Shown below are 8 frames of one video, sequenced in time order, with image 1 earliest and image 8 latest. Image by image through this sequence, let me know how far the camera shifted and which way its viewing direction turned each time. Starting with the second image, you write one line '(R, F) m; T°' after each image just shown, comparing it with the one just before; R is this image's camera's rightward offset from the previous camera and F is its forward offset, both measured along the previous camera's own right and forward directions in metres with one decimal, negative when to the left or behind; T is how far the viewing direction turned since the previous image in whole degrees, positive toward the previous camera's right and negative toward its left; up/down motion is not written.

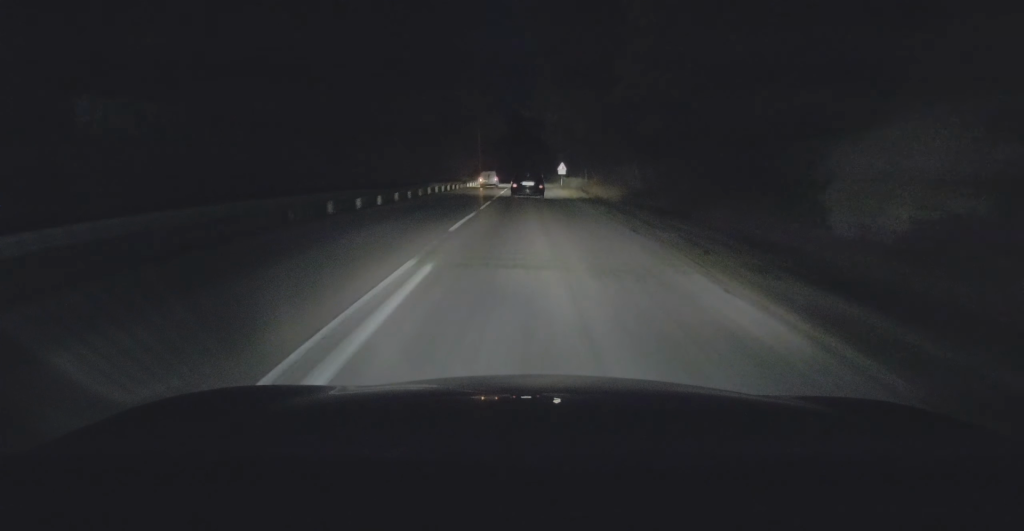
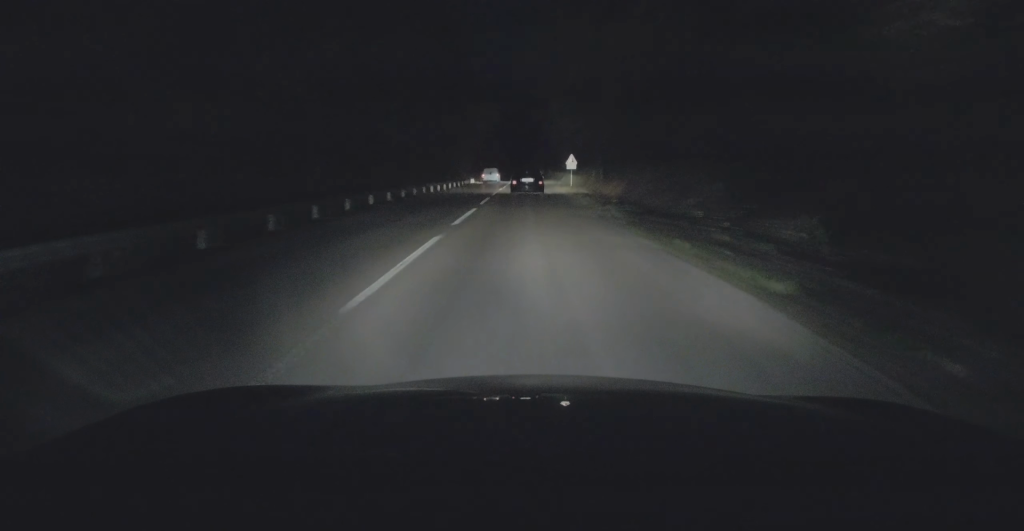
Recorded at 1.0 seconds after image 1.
(+0.4, +16.9) m; +1°
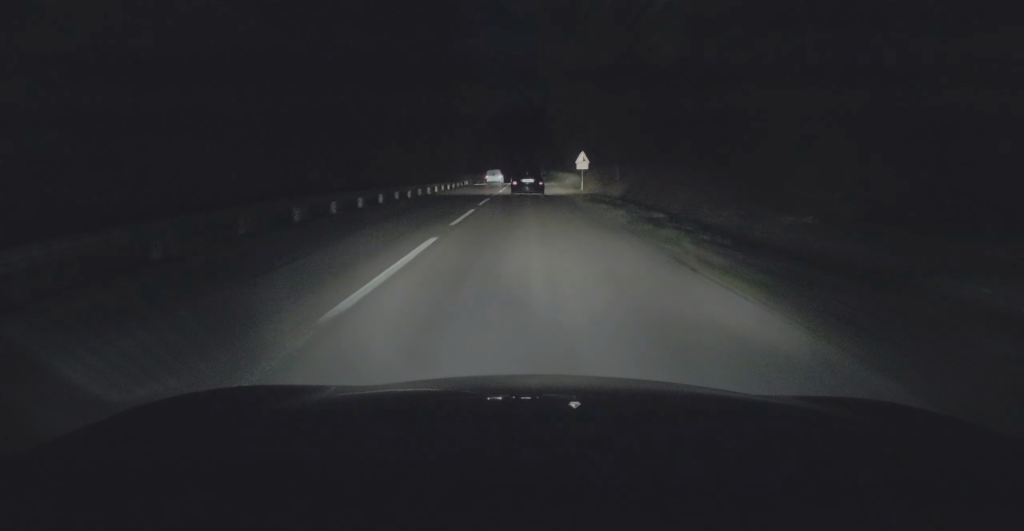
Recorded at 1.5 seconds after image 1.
(0.0, +8.9) m; 0°
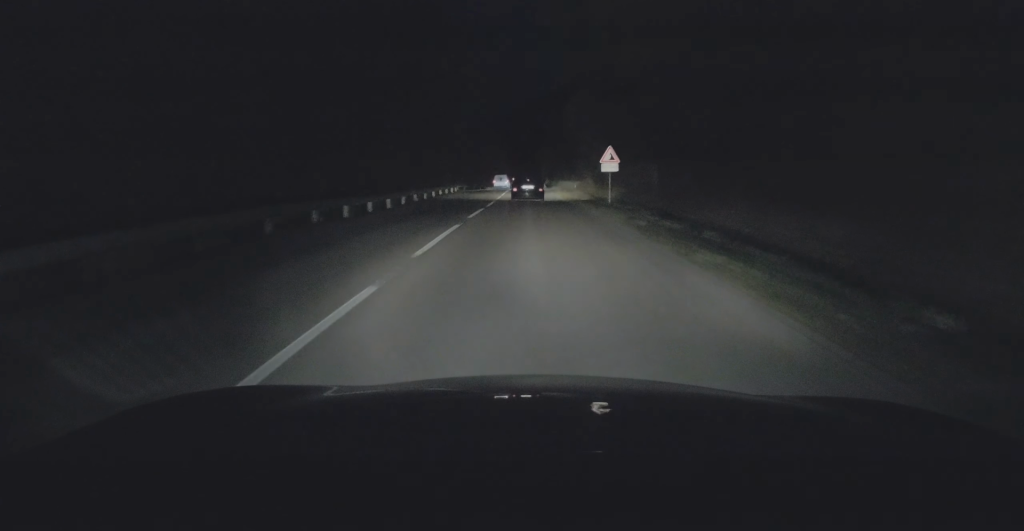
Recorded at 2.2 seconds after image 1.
(0.0, +13.6) m; 0°
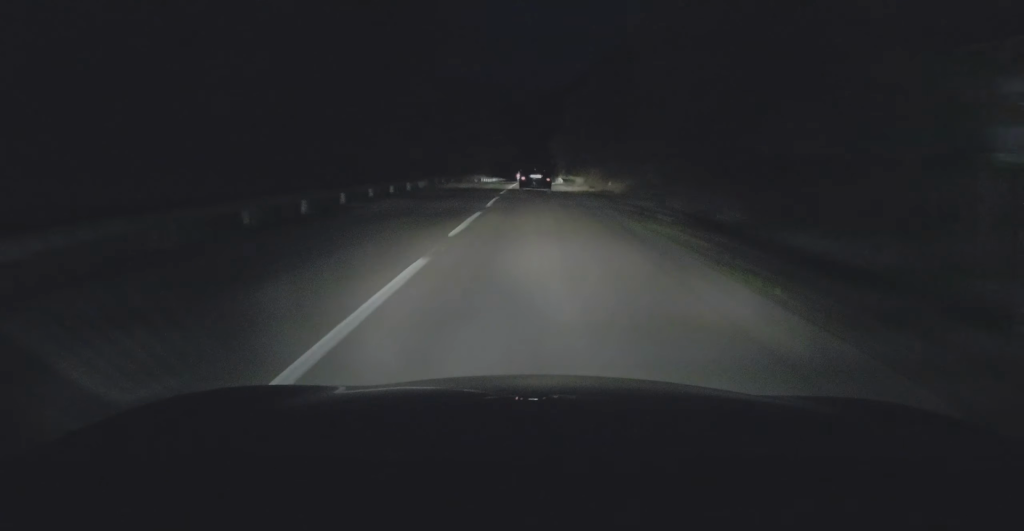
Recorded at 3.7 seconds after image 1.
(+0.1, +25.3) m; 0°
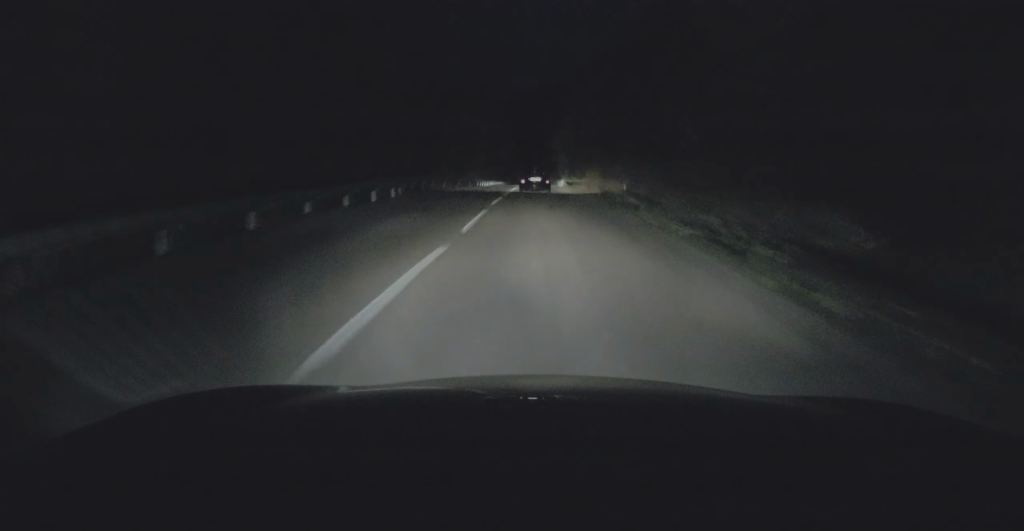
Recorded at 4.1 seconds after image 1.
(0.0, +7.7) m; 0°
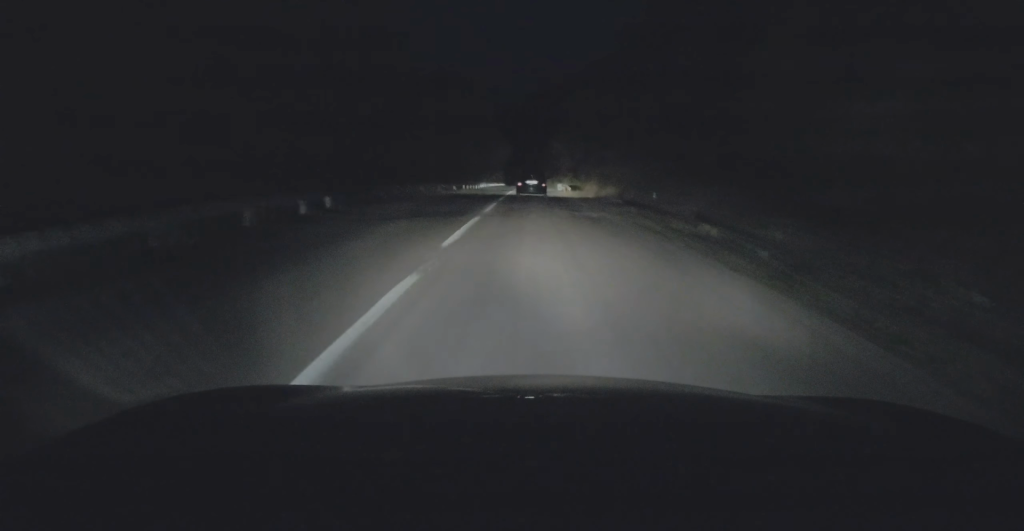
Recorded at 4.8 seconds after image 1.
(-0.2, +12.5) m; -1°
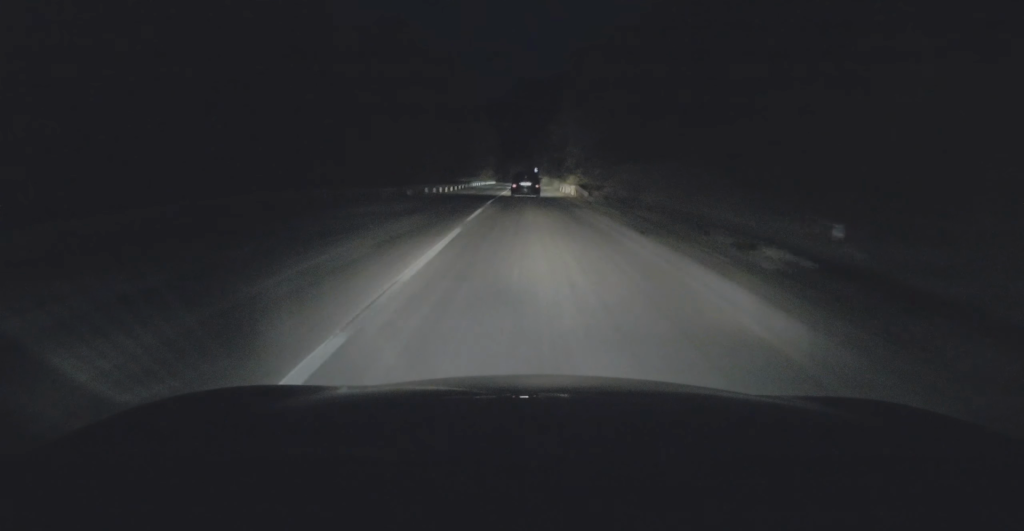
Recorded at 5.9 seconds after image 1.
(0.0, +20.3) m; 0°
